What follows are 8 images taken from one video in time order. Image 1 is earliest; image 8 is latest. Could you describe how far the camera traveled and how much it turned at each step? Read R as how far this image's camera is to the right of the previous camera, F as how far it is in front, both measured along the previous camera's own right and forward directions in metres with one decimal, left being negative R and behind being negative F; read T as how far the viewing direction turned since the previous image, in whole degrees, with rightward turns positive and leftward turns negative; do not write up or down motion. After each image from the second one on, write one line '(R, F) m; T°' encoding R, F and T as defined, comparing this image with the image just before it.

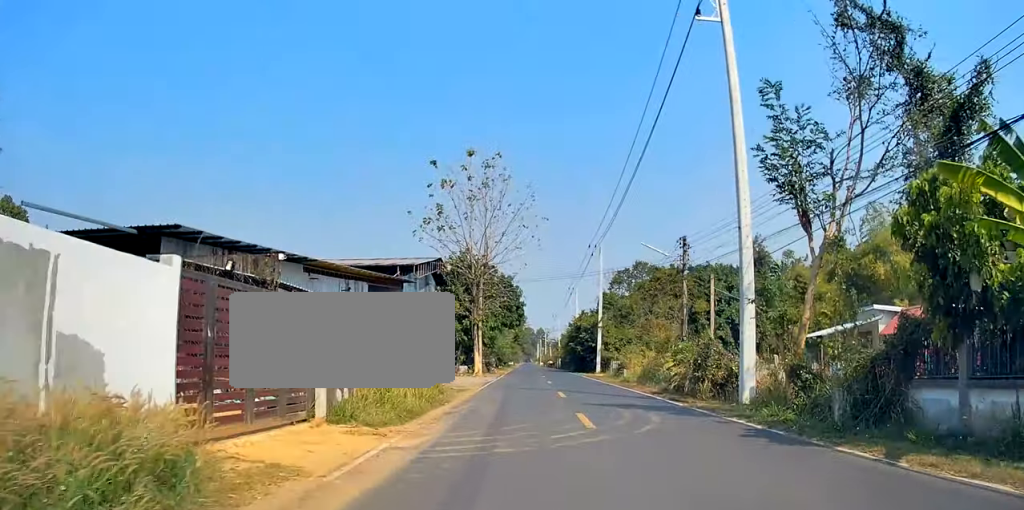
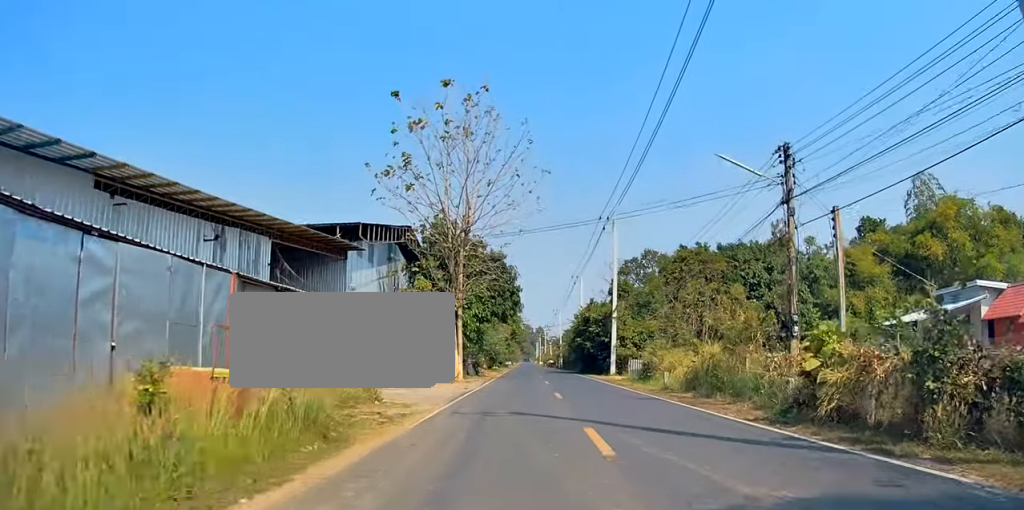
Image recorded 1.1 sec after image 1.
(+0.4, +12.1) m; 0°
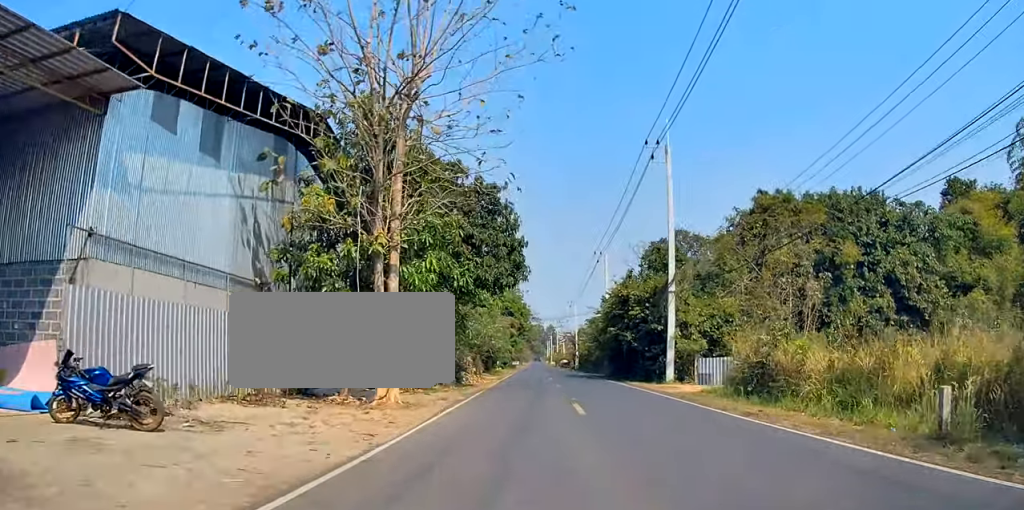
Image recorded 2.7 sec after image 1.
(+0.2, +18.7) m; 0°
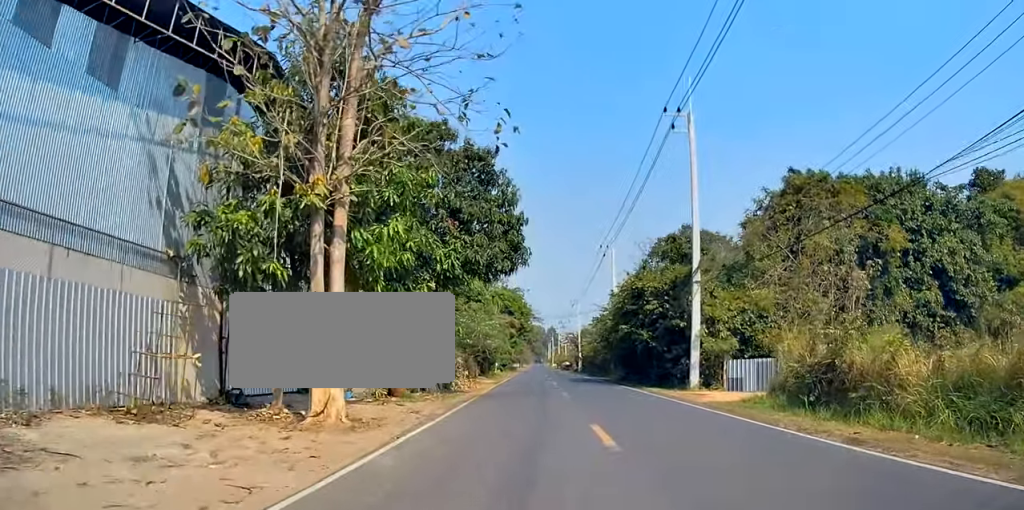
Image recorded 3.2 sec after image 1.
(-0.2, +4.9) m; -1°
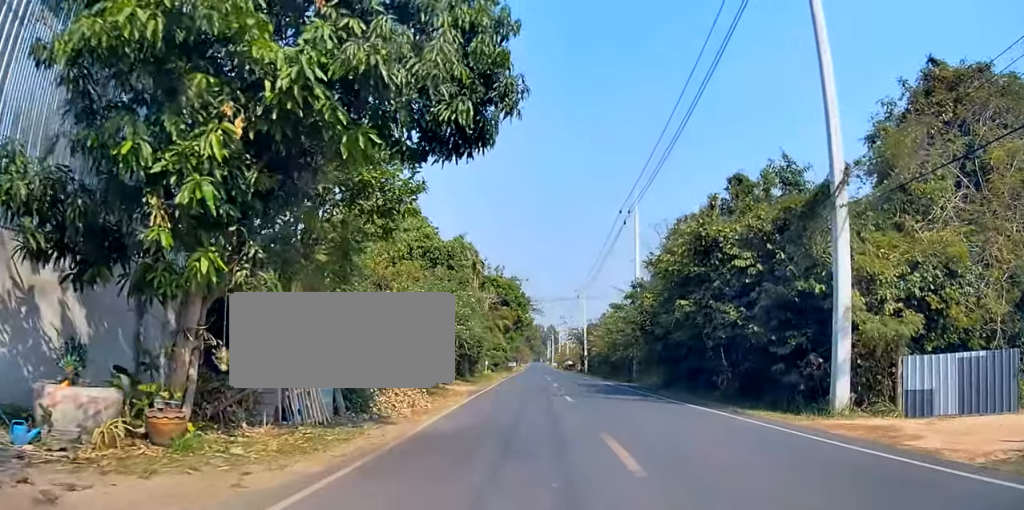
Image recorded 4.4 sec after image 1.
(-0.8, +14.0) m; -1°
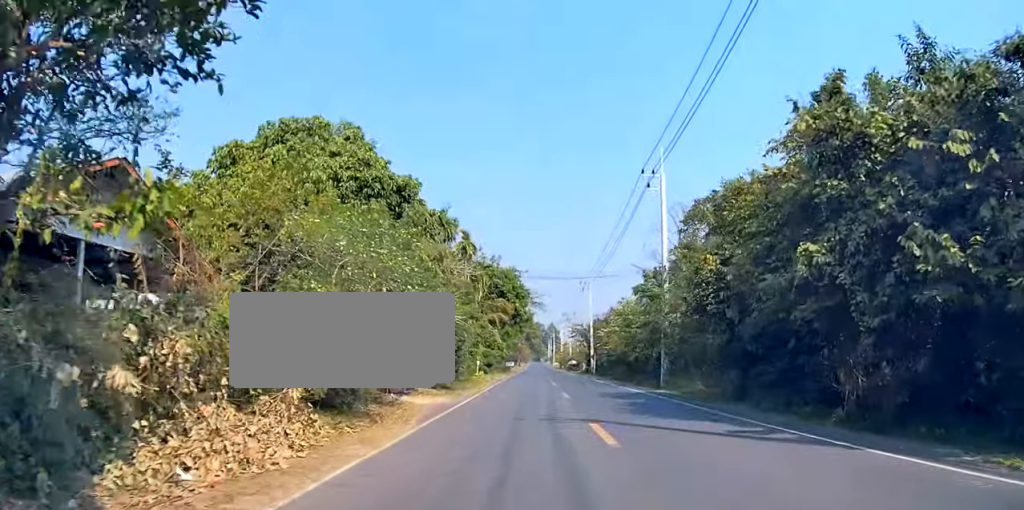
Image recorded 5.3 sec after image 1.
(+0.3, +9.6) m; +2°
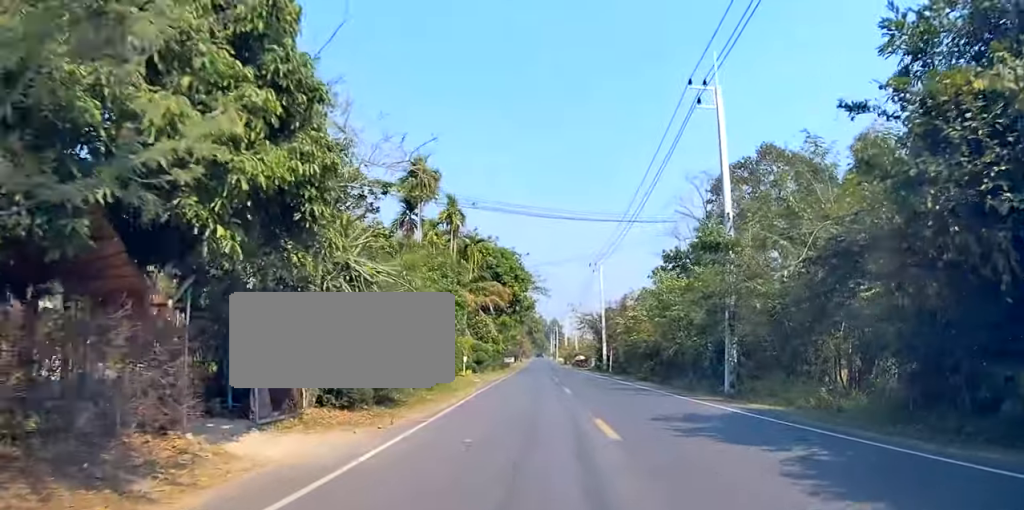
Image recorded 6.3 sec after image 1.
(+0.1, +11.6) m; -2°
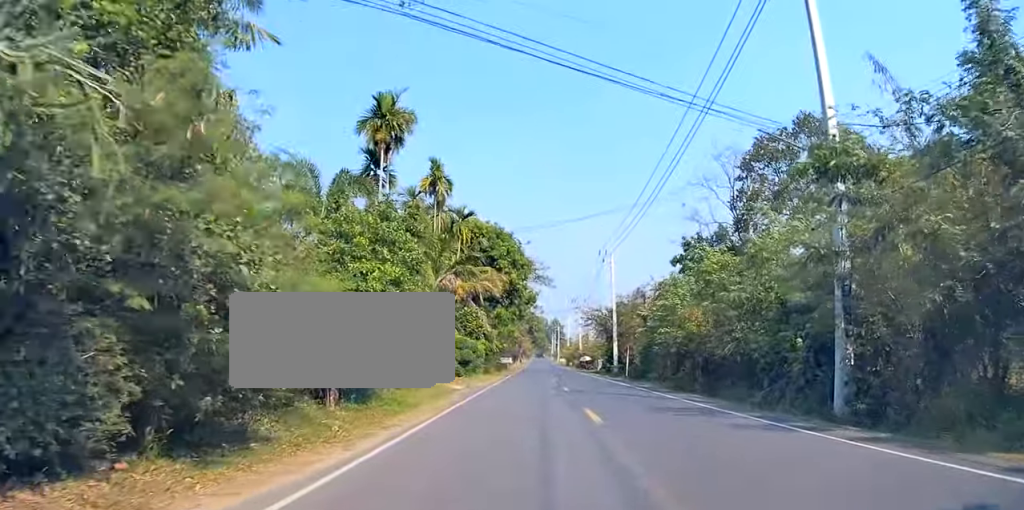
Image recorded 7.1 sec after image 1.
(-0.4, +9.5) m; -1°
